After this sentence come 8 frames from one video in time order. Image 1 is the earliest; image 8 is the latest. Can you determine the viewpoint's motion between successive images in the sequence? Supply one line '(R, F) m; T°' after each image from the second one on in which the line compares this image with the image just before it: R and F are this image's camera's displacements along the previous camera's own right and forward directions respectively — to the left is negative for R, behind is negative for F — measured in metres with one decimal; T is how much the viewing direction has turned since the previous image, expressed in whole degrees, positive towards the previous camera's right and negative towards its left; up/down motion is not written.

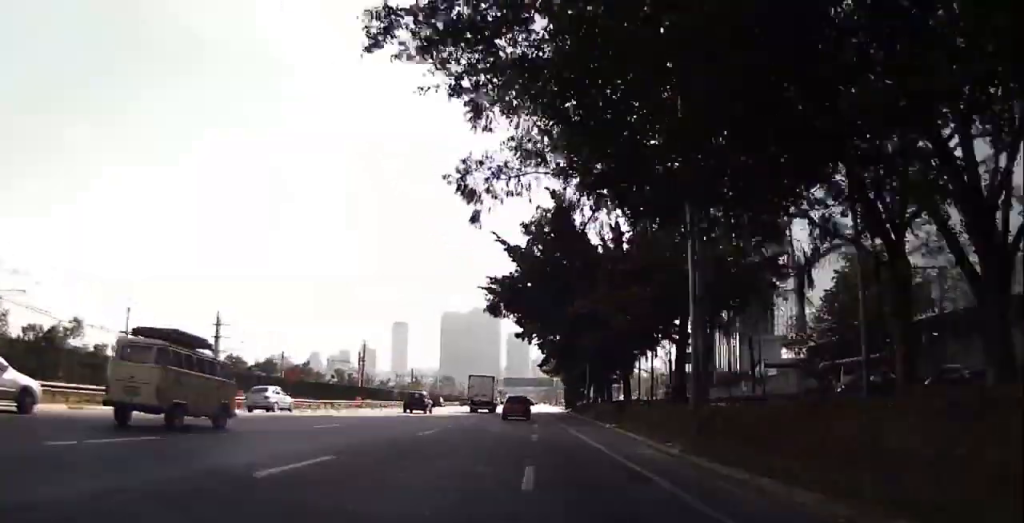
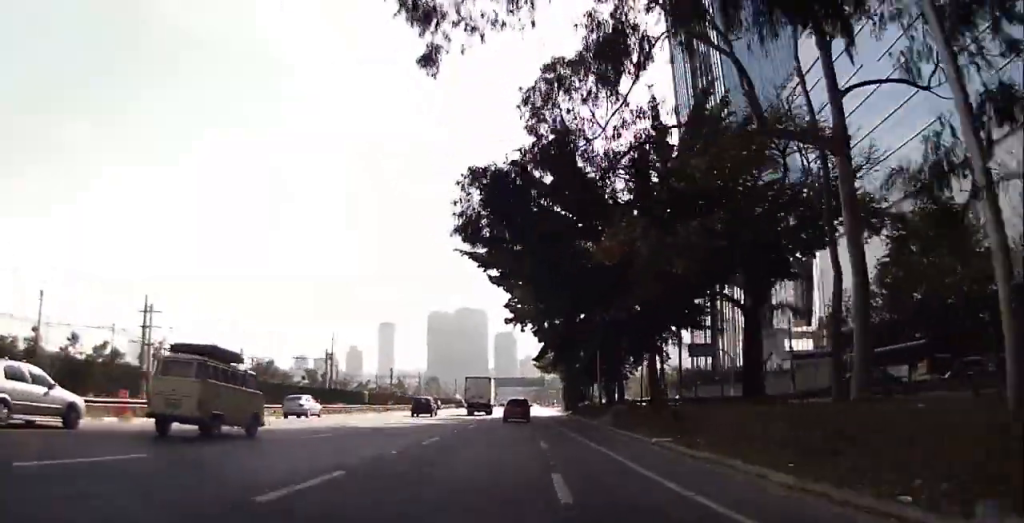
(+0.2, +13.1) m; +1°
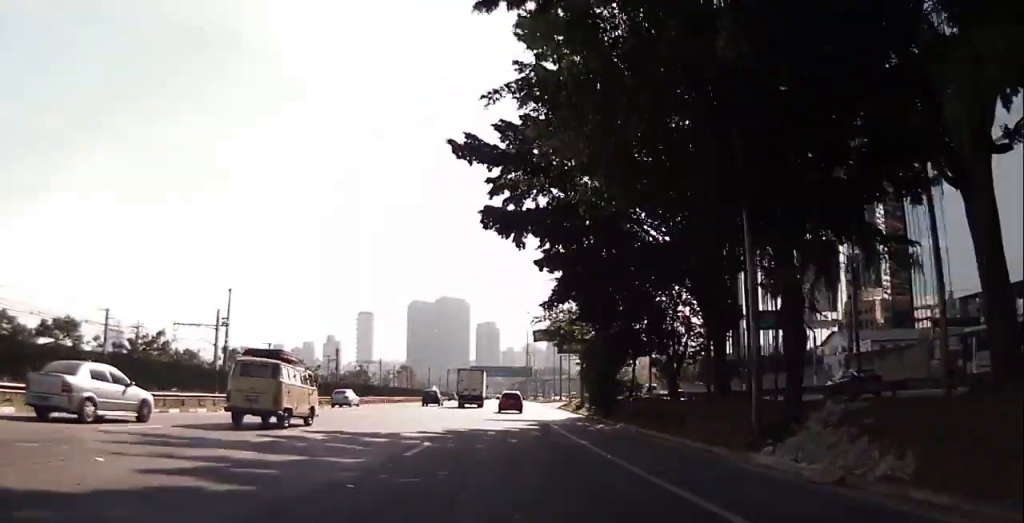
(+0.2, +31.2) m; +1°
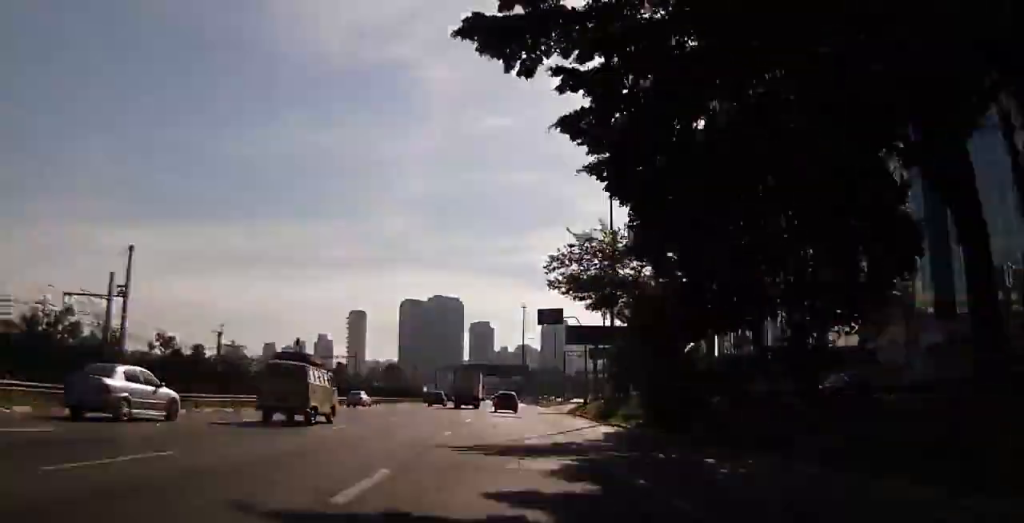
(+0.2, +17.0) m; +1°
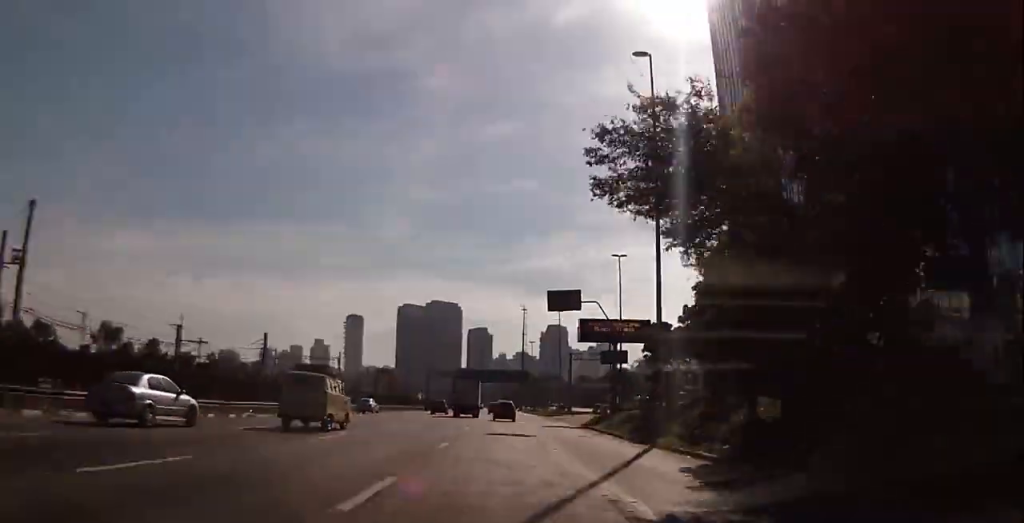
(+0.1, +11.4) m; +1°
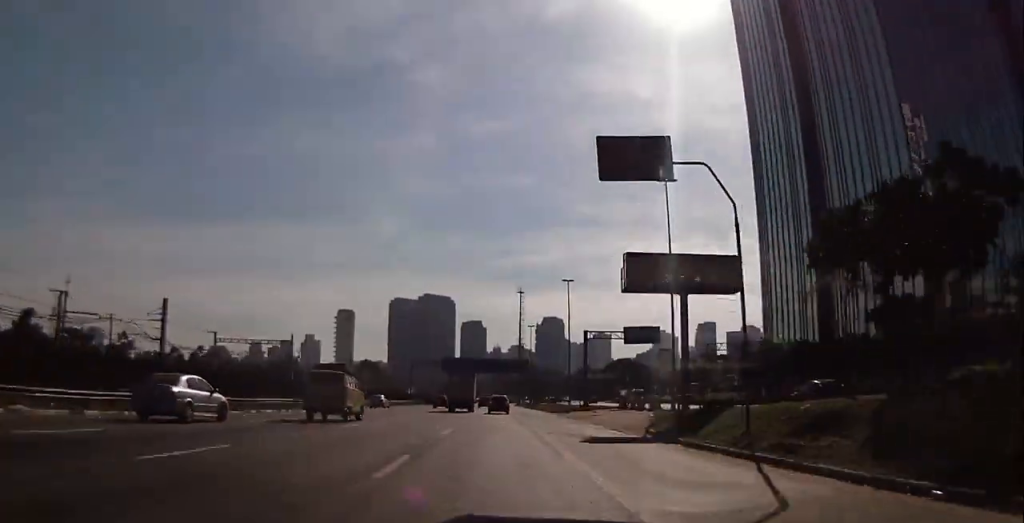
(+0.1, +22.3) m; 0°
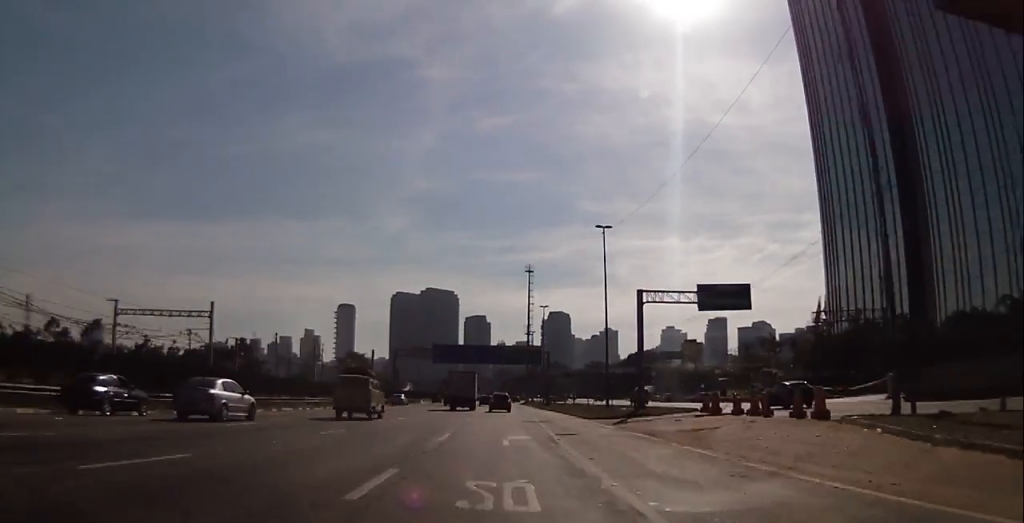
(-0.3, +26.3) m; -2°
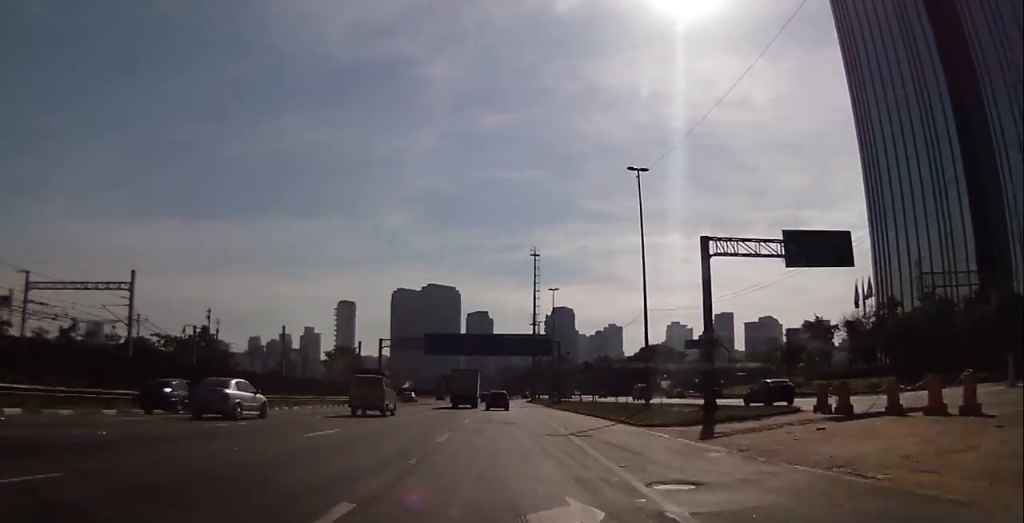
(-0.4, +14.8) m; -1°
